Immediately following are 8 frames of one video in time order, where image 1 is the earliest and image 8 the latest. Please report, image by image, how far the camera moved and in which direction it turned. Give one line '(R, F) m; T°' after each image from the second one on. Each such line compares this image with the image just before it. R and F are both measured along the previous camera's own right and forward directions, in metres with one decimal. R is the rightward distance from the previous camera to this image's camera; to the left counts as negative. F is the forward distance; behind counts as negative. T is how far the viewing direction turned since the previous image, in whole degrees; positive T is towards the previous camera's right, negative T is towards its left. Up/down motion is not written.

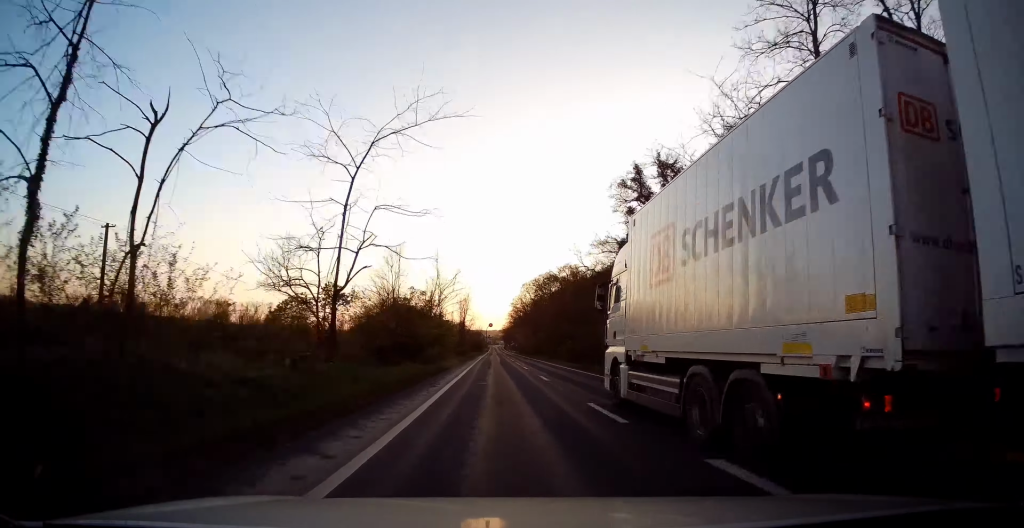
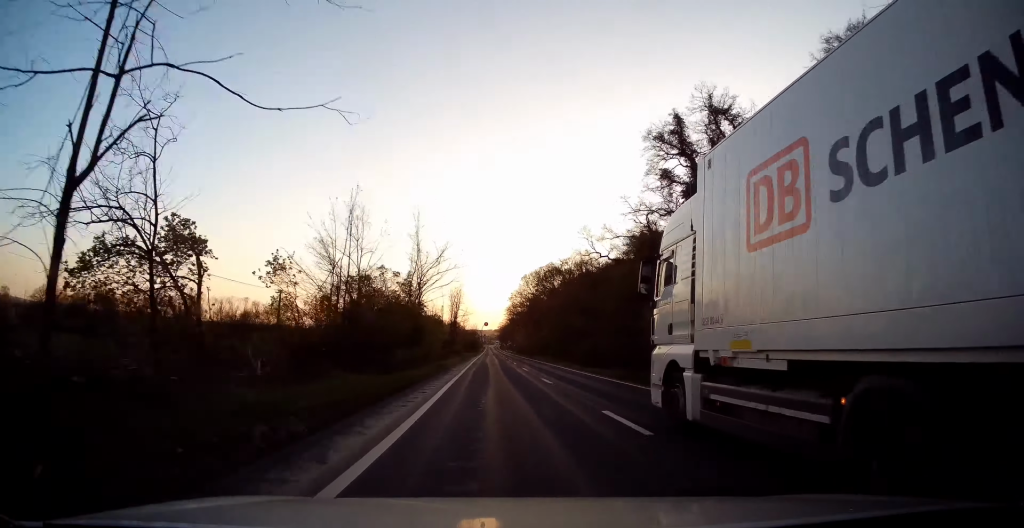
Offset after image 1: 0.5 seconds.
(-0.3, +13.8) m; 0°
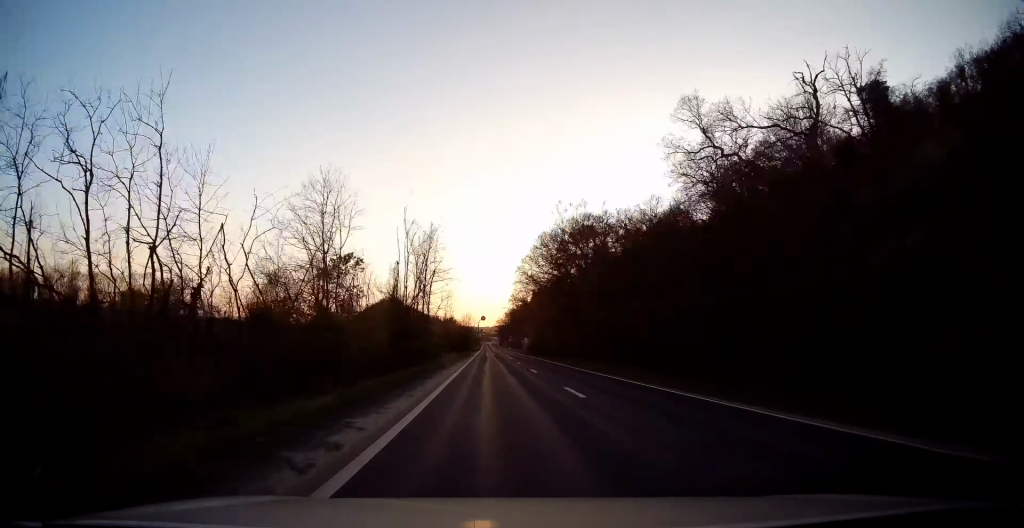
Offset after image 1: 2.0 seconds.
(+0.9, +43.5) m; +1°
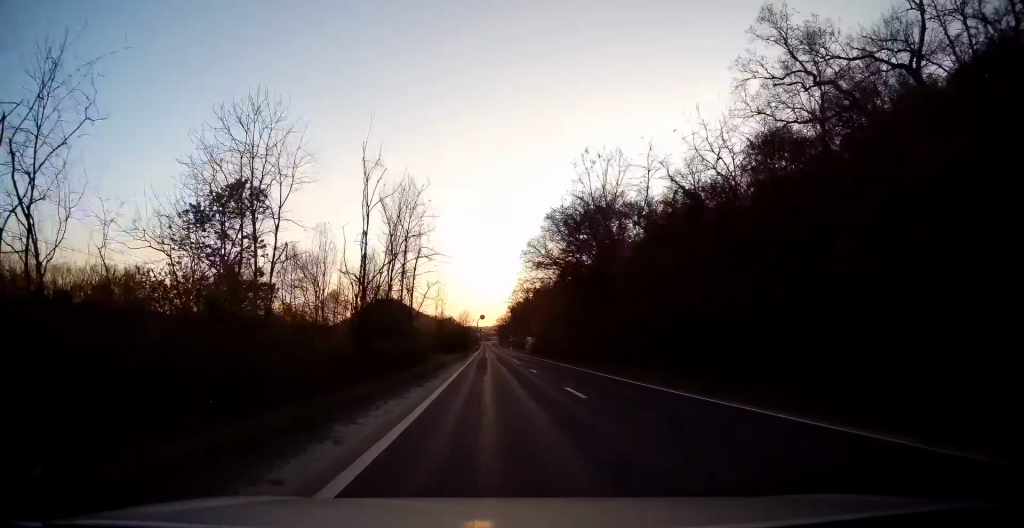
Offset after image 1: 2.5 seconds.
(0.0, +12.4) m; 0°
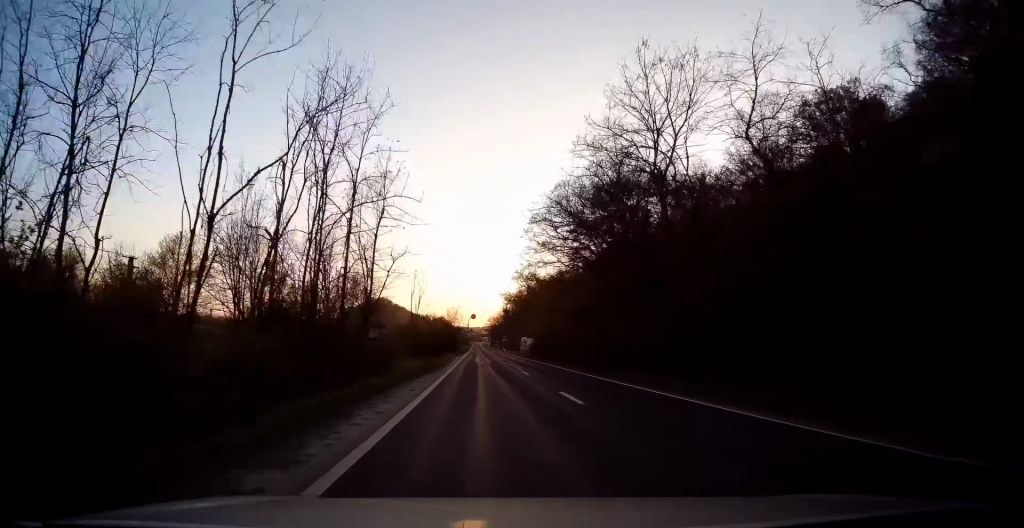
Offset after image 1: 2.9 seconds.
(0.0, +13.4) m; 0°
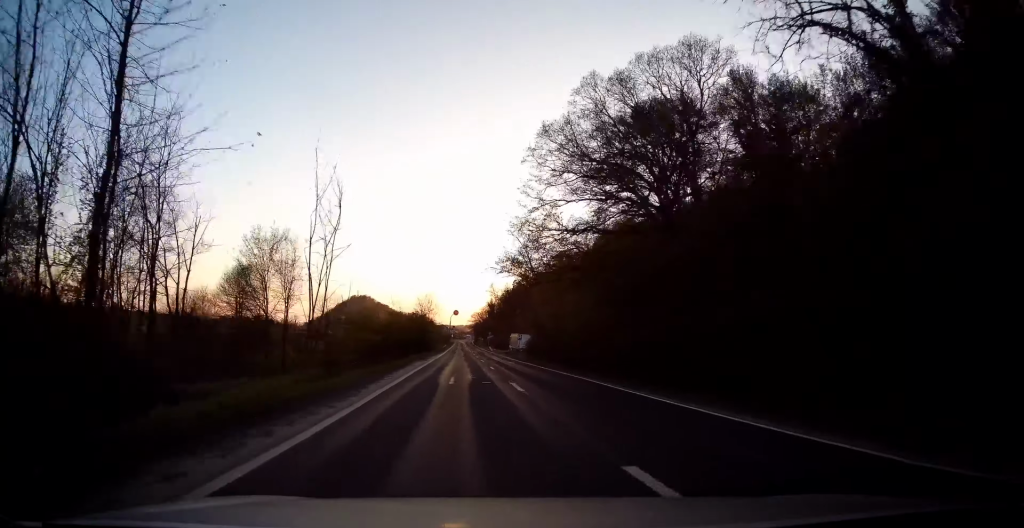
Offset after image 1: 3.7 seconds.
(-0.1, +22.0) m; +1°
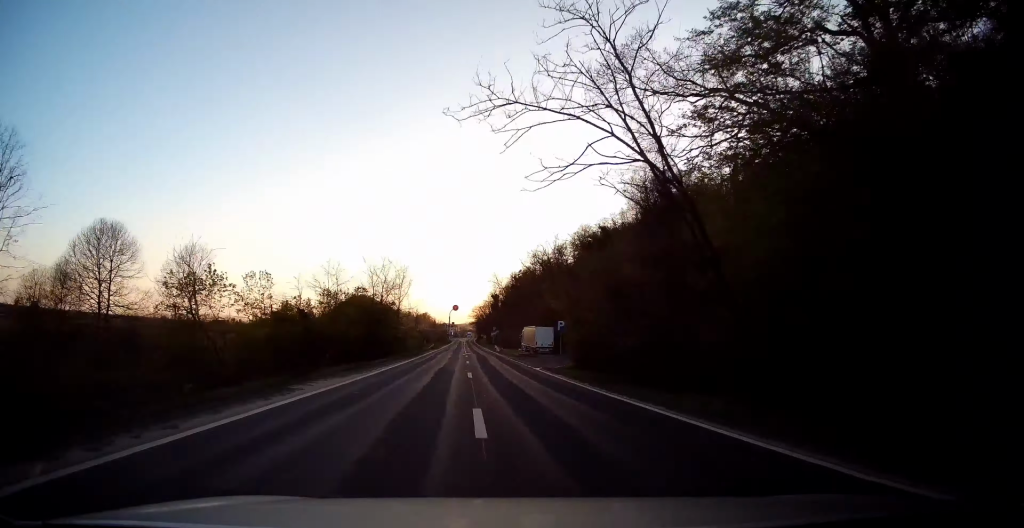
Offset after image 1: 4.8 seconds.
(+0.7, +32.4) m; +1°
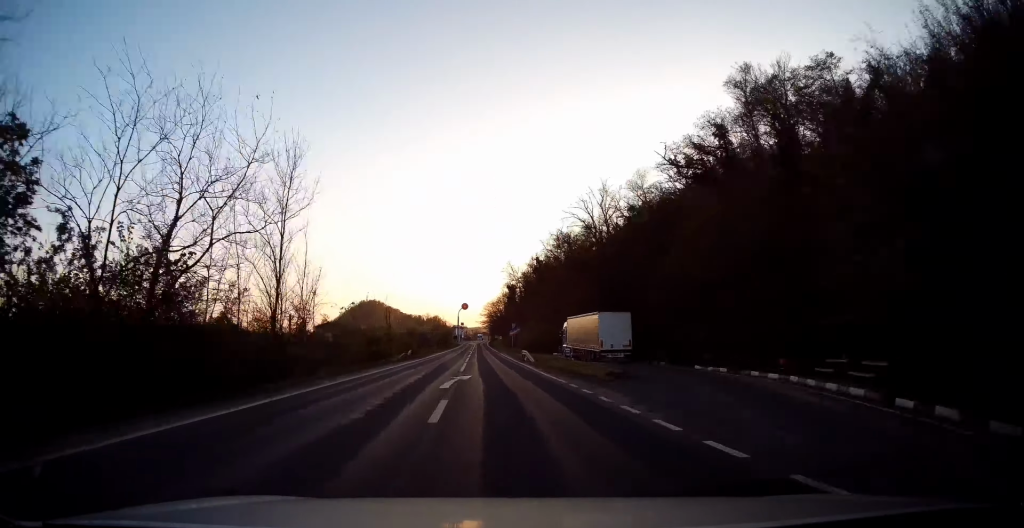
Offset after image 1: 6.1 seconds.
(0.0, +35.8) m; -1°
